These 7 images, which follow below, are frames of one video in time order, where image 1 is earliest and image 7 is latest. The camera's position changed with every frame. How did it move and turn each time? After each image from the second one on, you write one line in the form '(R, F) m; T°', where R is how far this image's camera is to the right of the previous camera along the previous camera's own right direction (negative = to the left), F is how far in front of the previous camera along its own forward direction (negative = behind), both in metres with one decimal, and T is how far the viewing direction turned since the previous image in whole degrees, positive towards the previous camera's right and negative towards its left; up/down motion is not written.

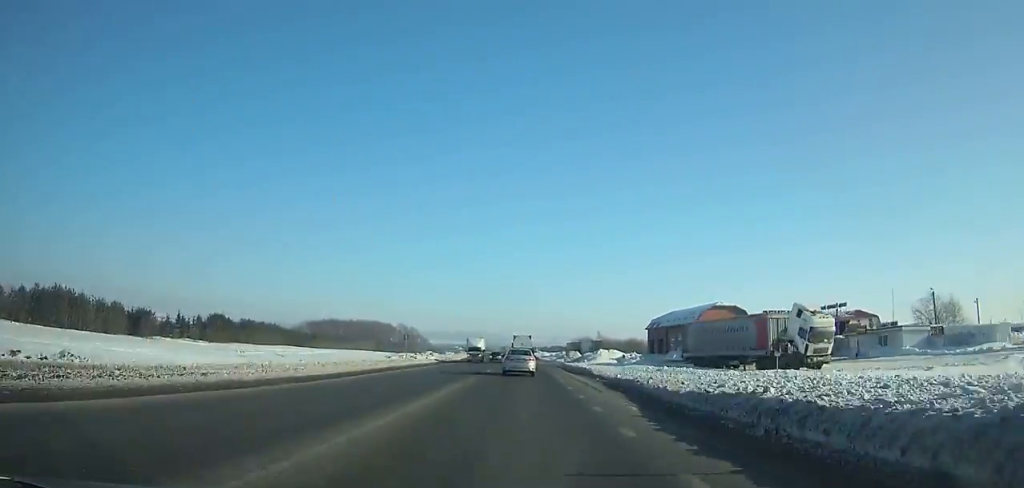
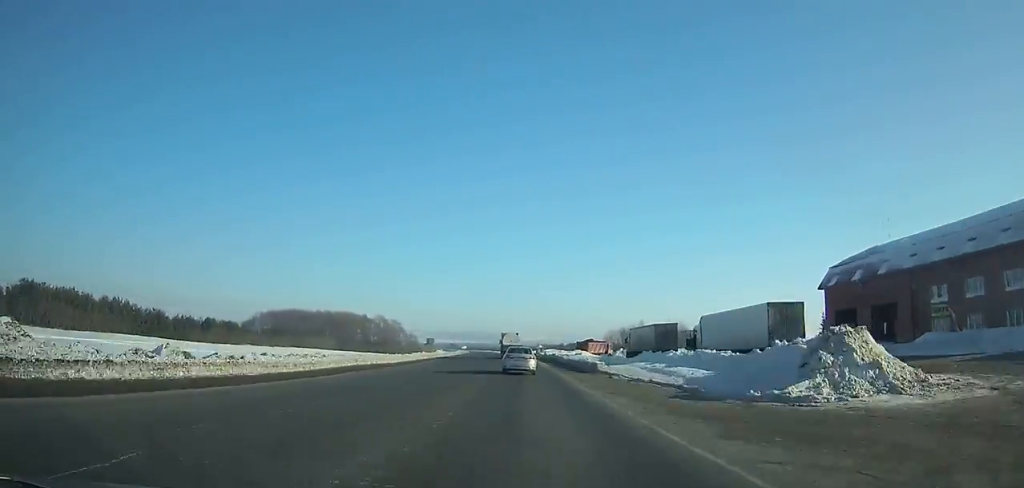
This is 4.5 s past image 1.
(-0.8, +87.3) m; -2°
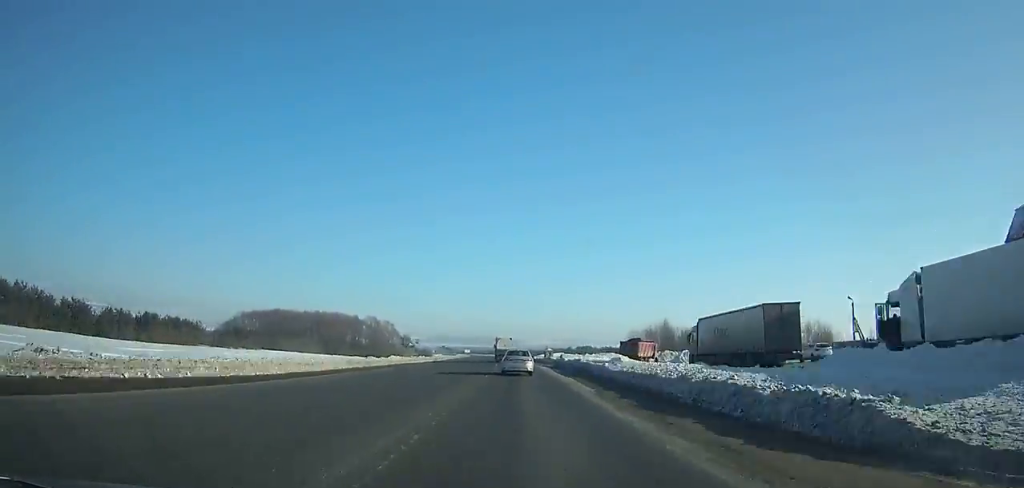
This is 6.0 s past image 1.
(-0.3, +29.2) m; -1°
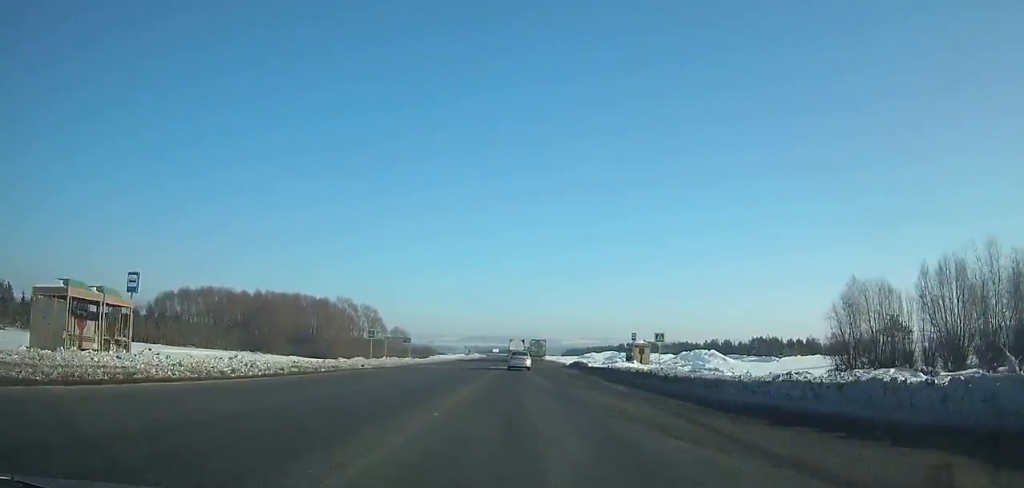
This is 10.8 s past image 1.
(-2.2, +95.2) m; -3°
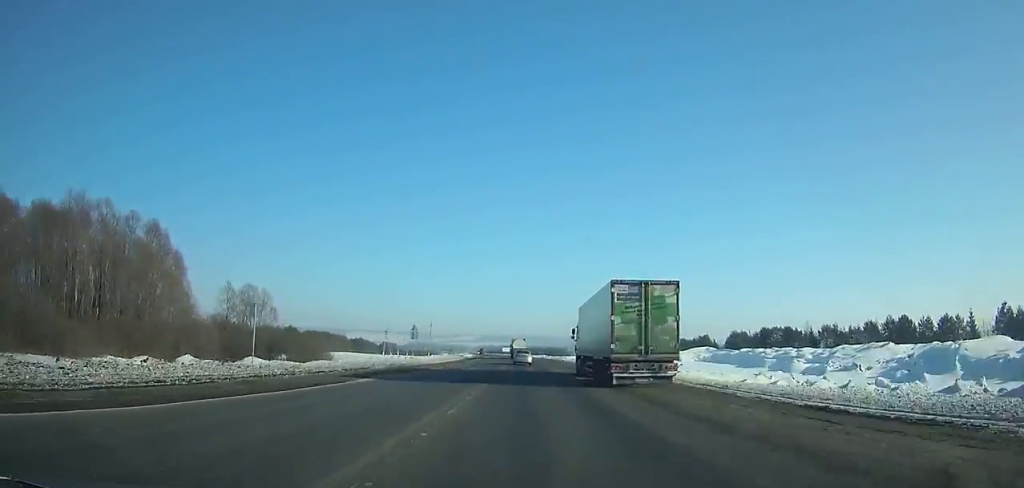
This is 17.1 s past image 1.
(-1.9, +134.6) m; -2°
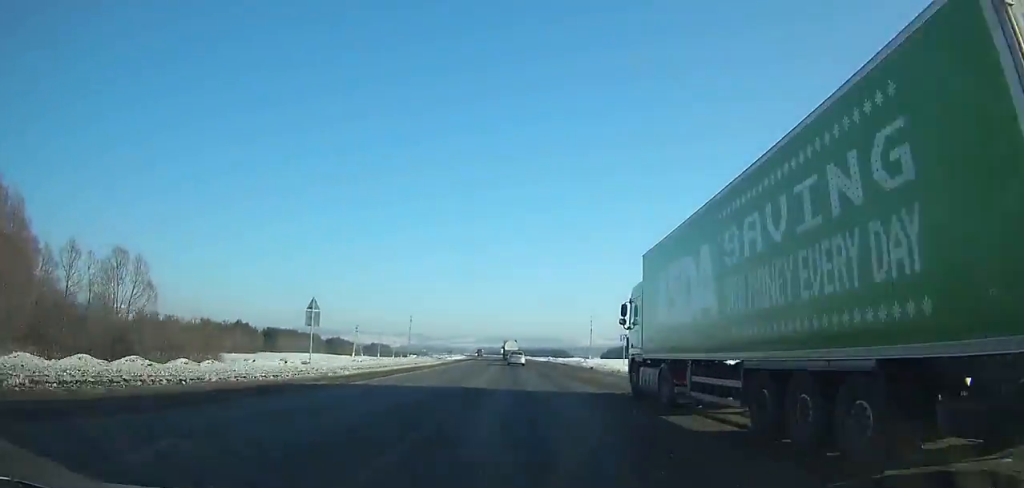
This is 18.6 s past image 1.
(-0.1, +34.1) m; -1°
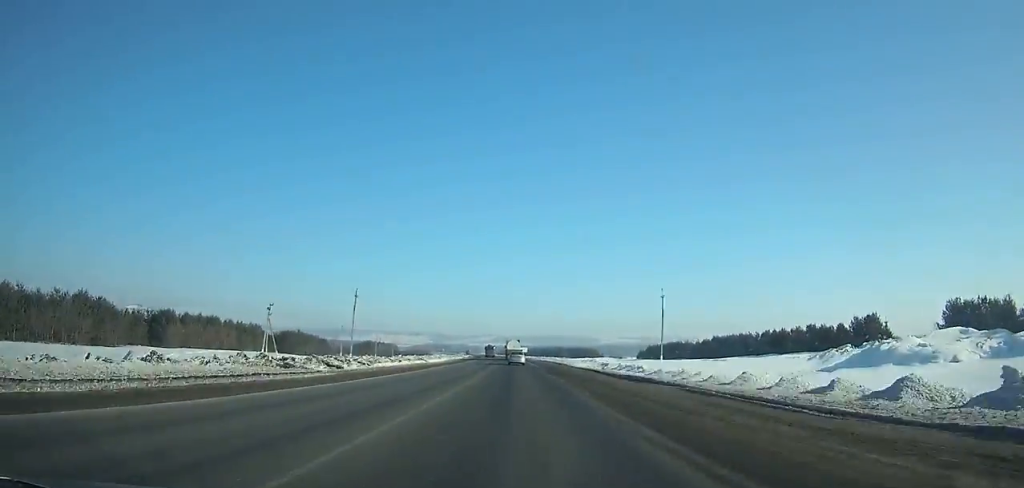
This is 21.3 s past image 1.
(-0.7, +62.5) m; -1°
